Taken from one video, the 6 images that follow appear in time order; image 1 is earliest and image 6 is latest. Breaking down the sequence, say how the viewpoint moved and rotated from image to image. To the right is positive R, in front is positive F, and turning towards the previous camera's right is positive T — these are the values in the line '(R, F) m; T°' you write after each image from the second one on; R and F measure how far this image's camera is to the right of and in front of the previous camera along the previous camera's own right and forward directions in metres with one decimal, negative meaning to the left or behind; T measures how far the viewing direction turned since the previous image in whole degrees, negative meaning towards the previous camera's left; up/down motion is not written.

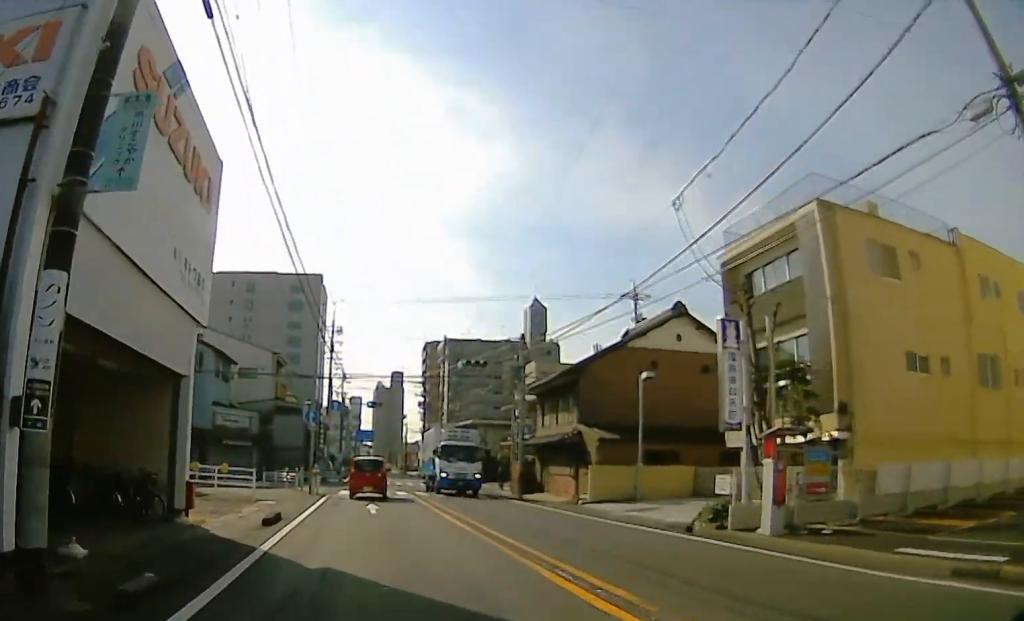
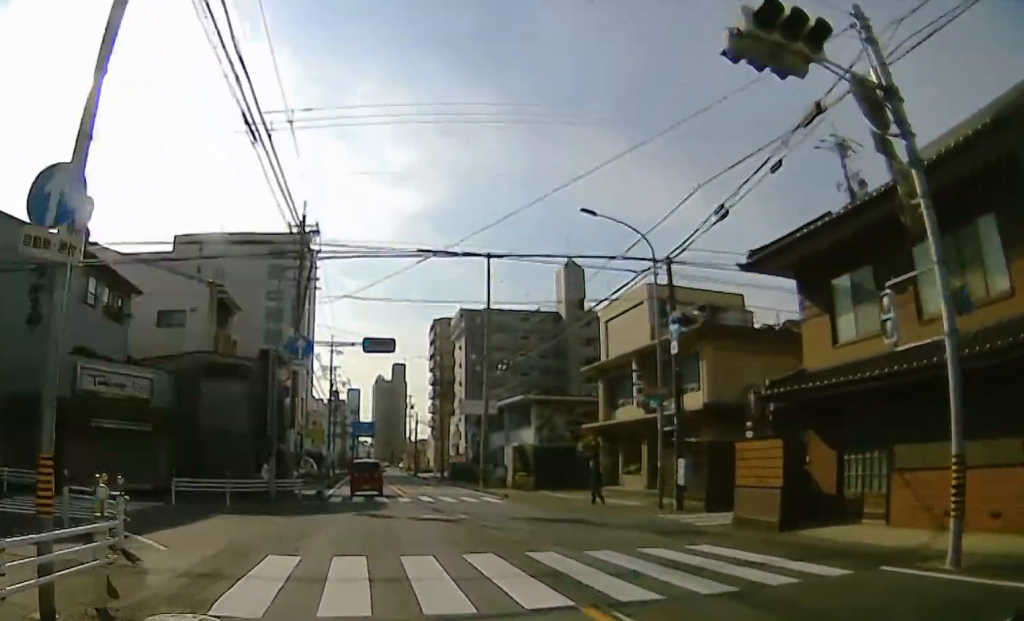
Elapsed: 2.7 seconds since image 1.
(0.0, +25.4) m; 0°
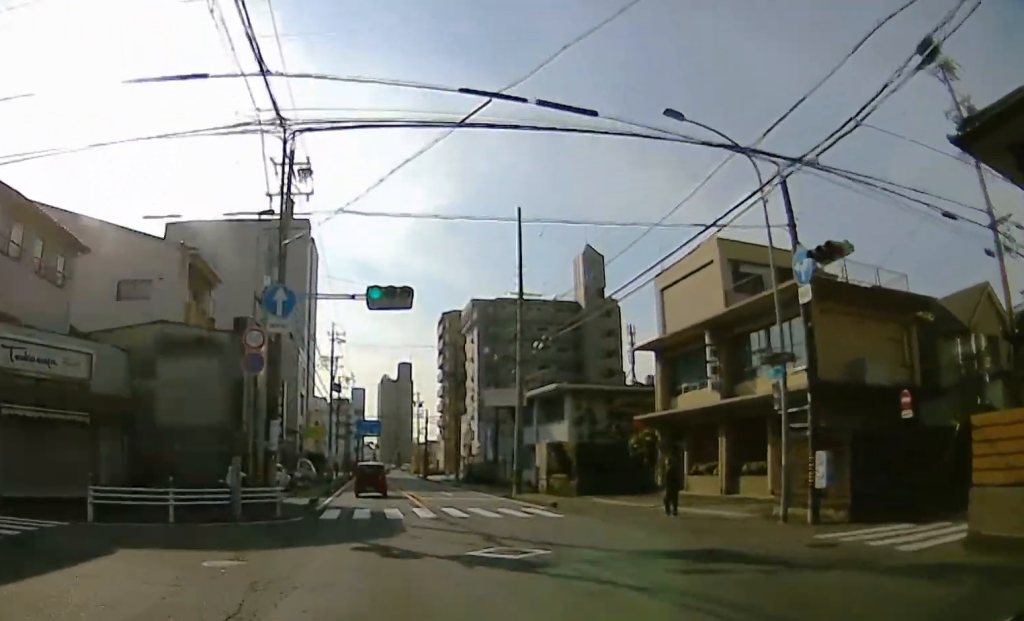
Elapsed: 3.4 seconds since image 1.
(0.0, +7.8) m; 0°
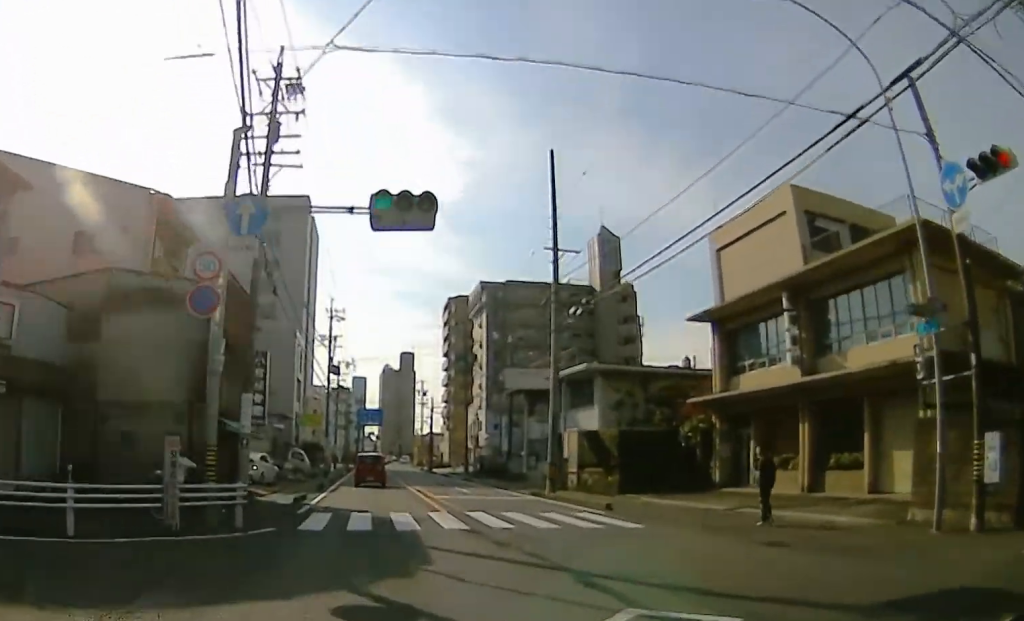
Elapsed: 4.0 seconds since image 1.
(0.0, +5.9) m; 0°
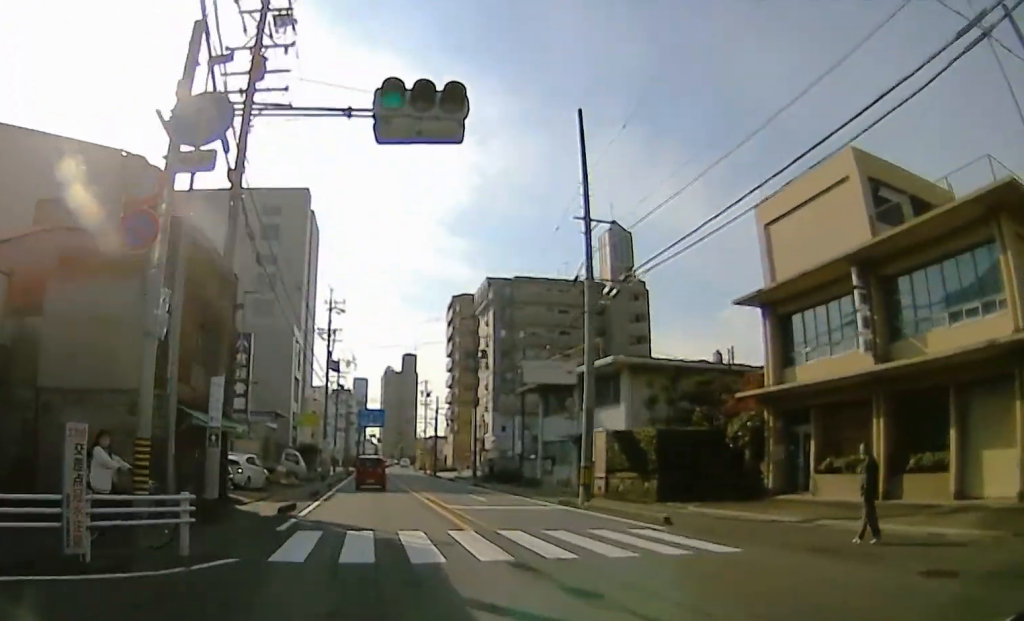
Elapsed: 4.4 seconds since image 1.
(0.0, +4.2) m; 0°
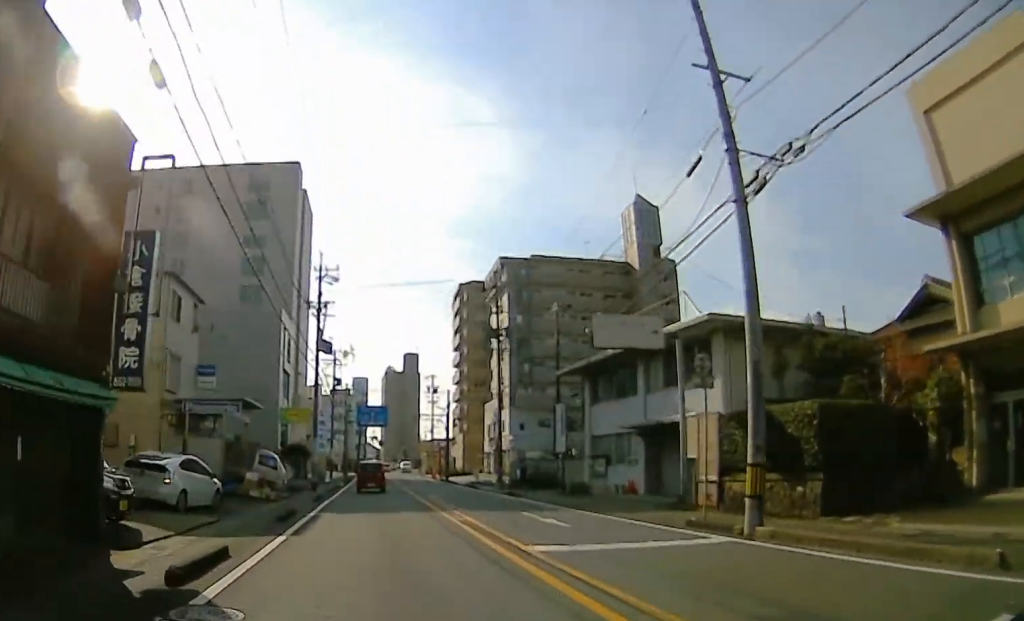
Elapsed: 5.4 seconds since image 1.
(0.0, +10.2) m; 0°
